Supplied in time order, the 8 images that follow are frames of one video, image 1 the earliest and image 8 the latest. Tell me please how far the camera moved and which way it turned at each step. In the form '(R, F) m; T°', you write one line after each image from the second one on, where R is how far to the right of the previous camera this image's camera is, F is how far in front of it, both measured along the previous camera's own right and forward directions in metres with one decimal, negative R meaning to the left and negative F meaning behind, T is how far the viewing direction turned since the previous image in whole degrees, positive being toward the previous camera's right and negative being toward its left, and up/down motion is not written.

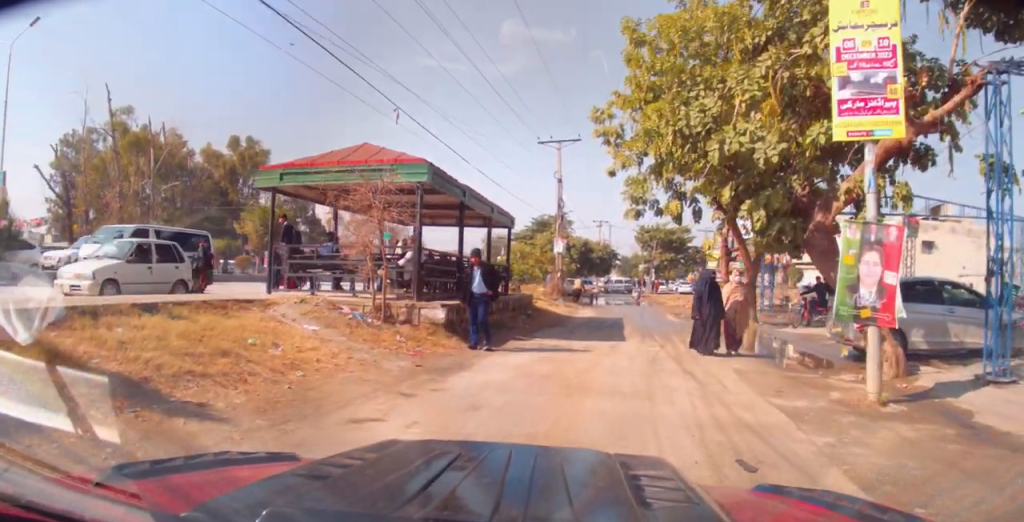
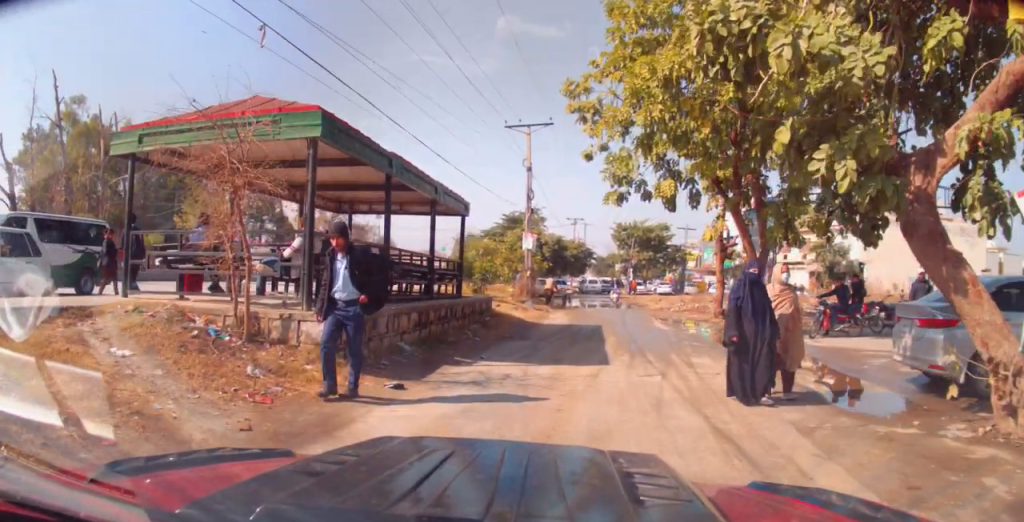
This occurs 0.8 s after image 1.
(0.0, +3.8) m; +2°
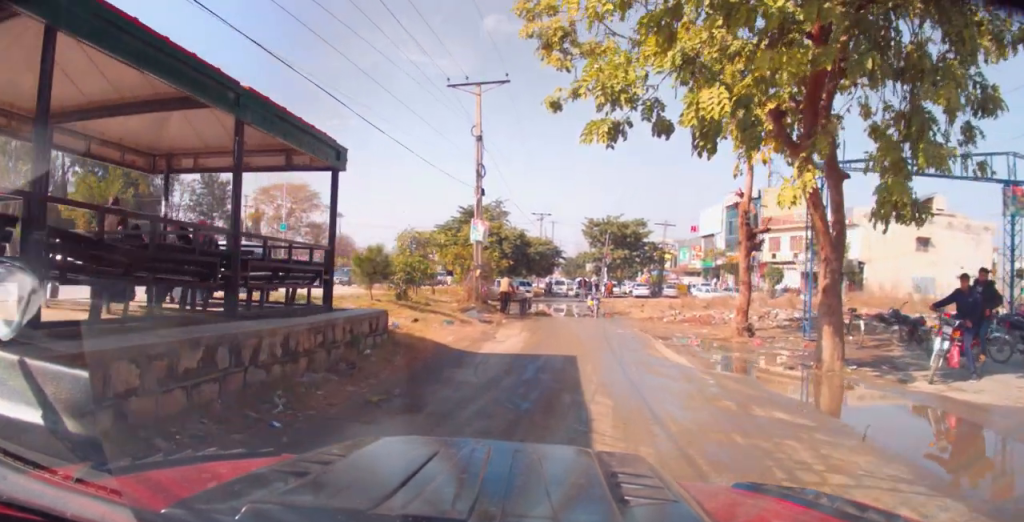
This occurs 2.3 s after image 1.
(+0.3, +7.3) m; +2°
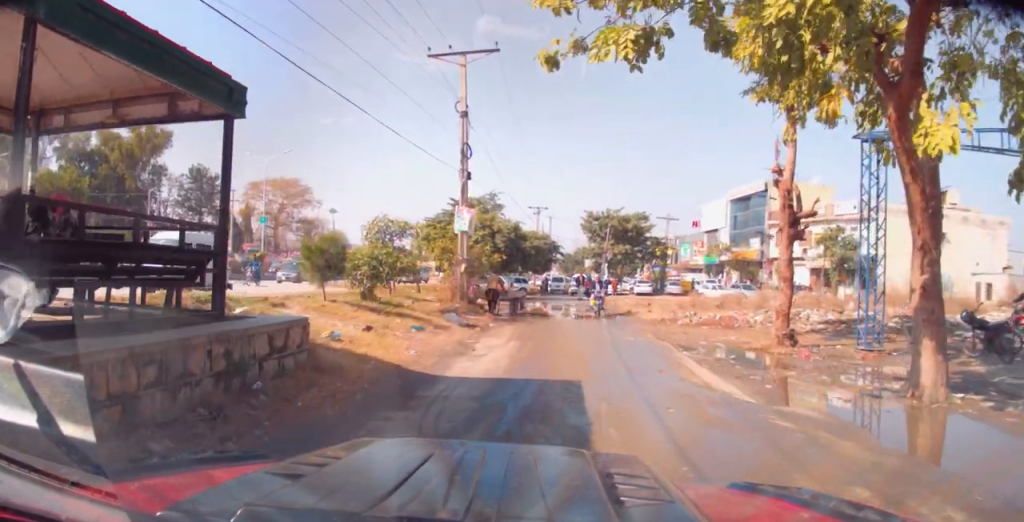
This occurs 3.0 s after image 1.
(0.0, +3.3) m; 0°
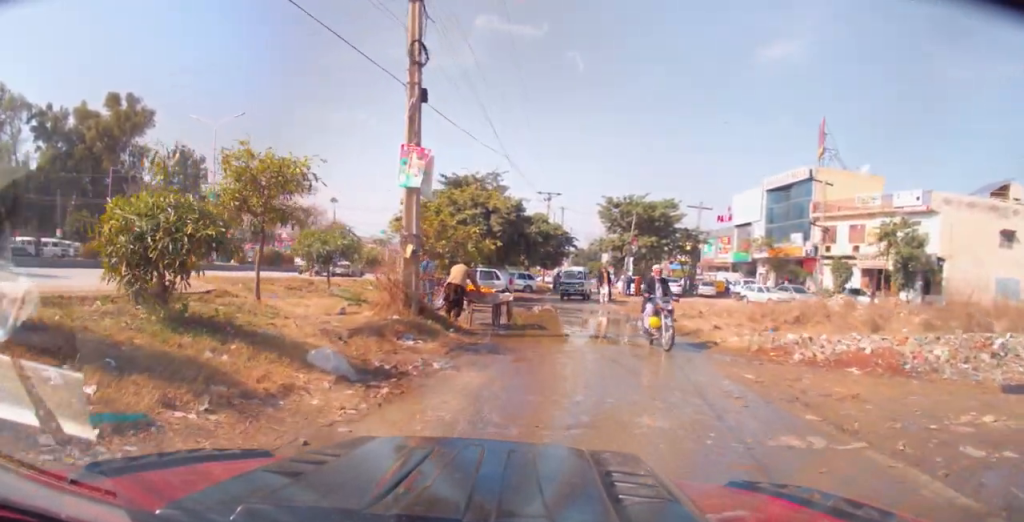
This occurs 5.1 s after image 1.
(0.0, +9.6) m; 0°
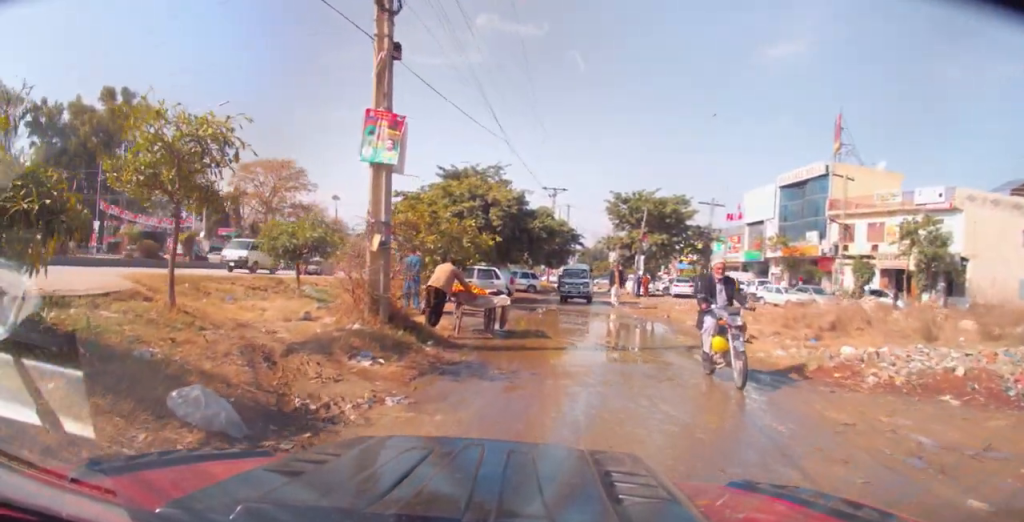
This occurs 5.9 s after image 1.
(0.0, +3.0) m; -1°
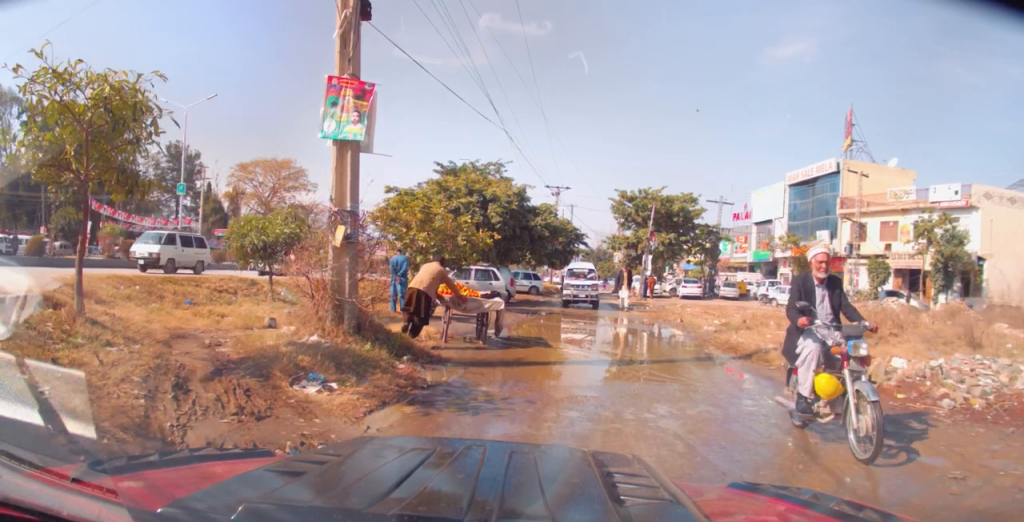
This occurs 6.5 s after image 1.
(0.0, +2.2) m; -1°
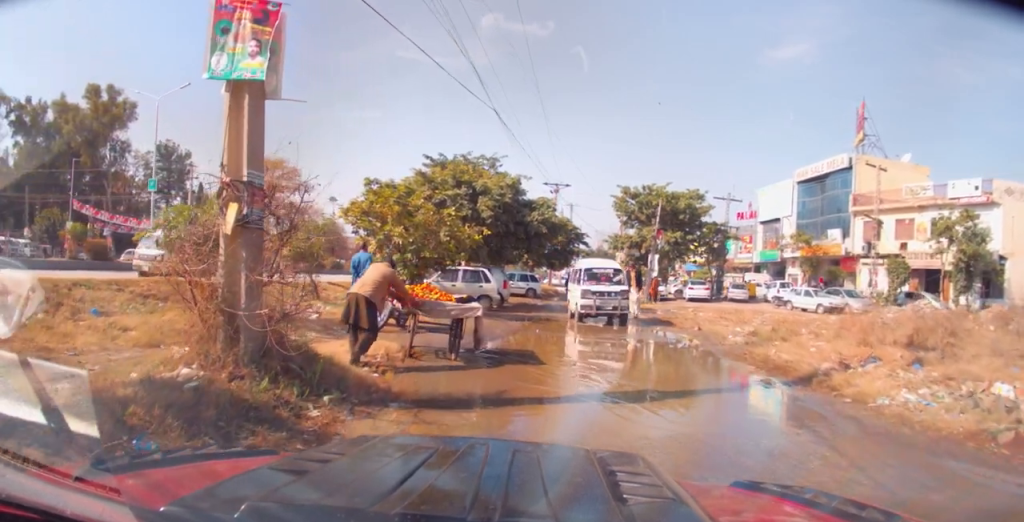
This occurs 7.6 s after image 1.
(0.0, +3.3) m; -2°
